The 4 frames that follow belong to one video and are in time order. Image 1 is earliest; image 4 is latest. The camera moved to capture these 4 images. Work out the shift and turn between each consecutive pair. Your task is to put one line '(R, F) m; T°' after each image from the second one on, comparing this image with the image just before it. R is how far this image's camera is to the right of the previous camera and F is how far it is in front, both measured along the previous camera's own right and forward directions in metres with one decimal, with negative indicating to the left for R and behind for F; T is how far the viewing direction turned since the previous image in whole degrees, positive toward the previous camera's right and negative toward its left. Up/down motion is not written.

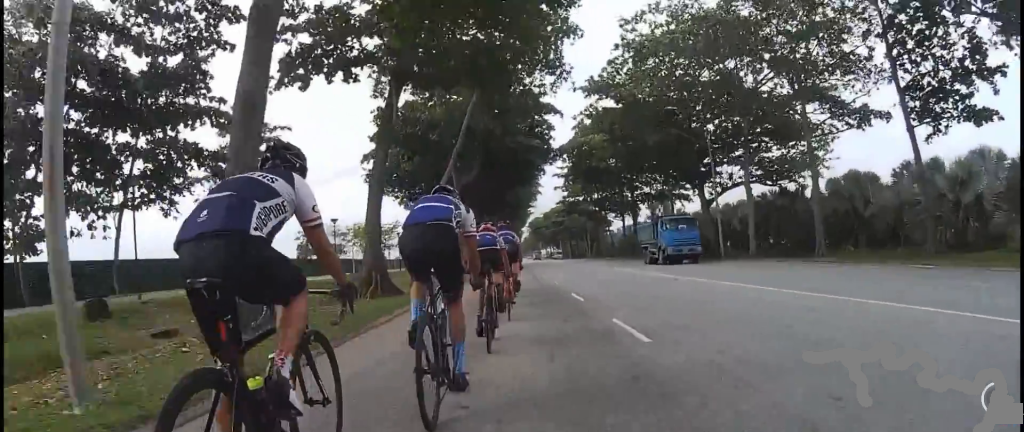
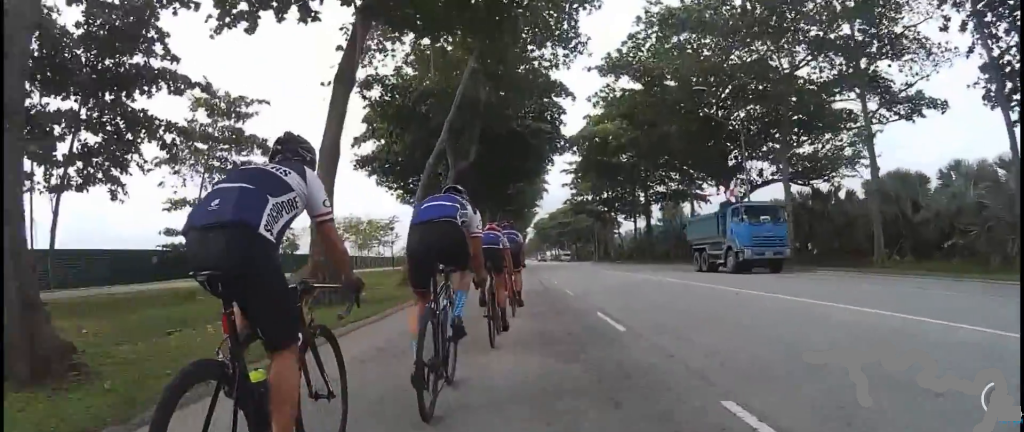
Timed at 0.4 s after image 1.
(+0.2, +4.7) m; 0°
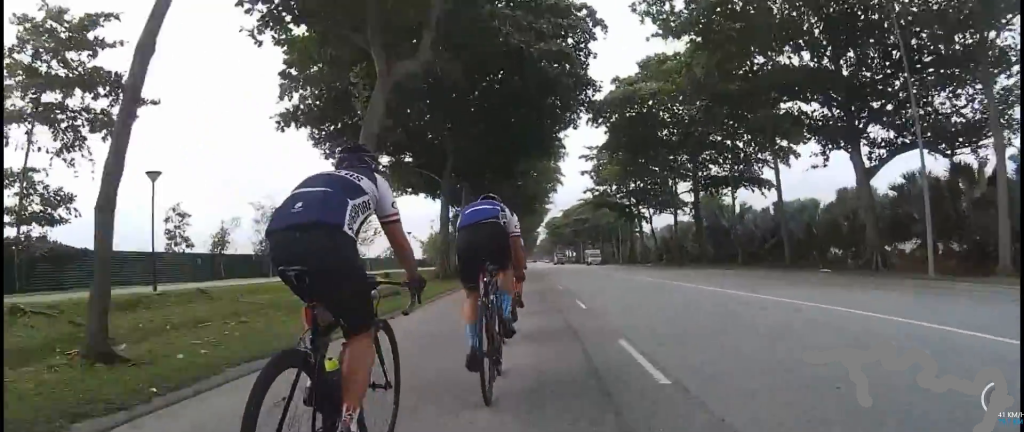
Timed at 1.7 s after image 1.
(0.0, +15.2) m; 0°
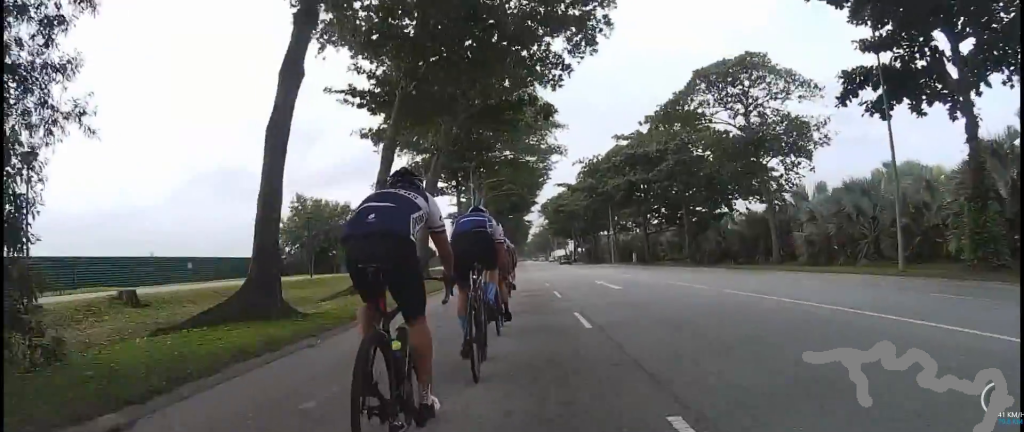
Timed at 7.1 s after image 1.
(+0.4, +64.1) m; -3°
